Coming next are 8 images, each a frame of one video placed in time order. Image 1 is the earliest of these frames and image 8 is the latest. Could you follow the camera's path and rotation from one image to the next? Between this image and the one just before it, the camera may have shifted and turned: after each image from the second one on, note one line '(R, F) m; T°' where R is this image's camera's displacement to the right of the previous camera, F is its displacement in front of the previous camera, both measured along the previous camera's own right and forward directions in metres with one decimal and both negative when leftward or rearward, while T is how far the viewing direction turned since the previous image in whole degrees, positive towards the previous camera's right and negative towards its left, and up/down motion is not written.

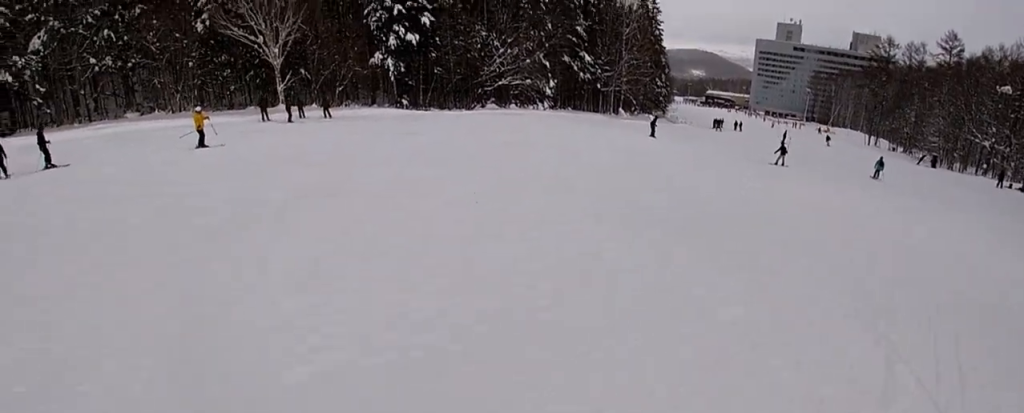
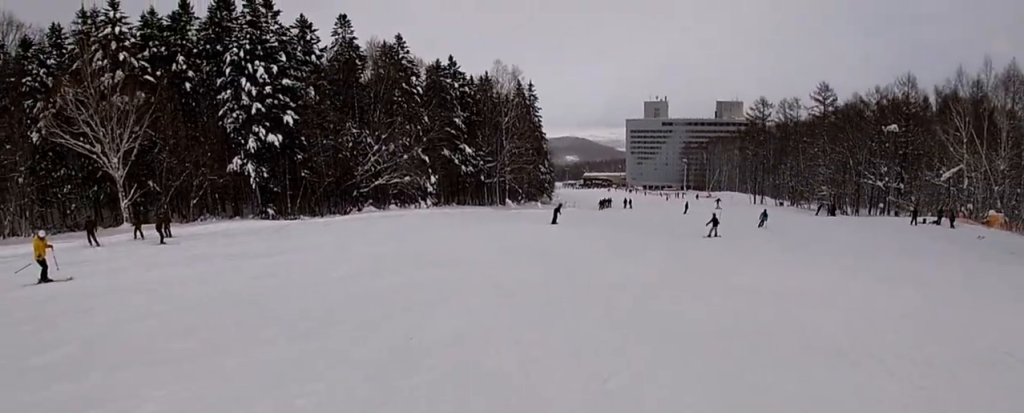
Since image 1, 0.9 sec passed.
(+1.4, +6.3) m; +13°
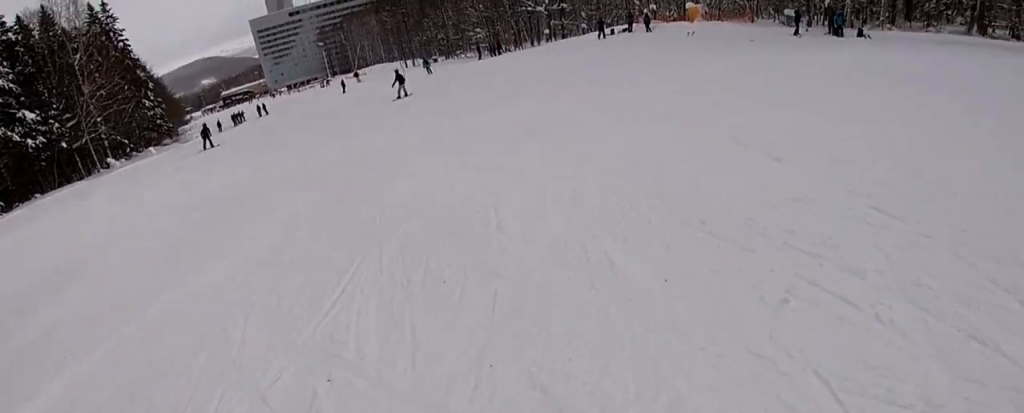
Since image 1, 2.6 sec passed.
(+2.2, +12.3) m; +19°
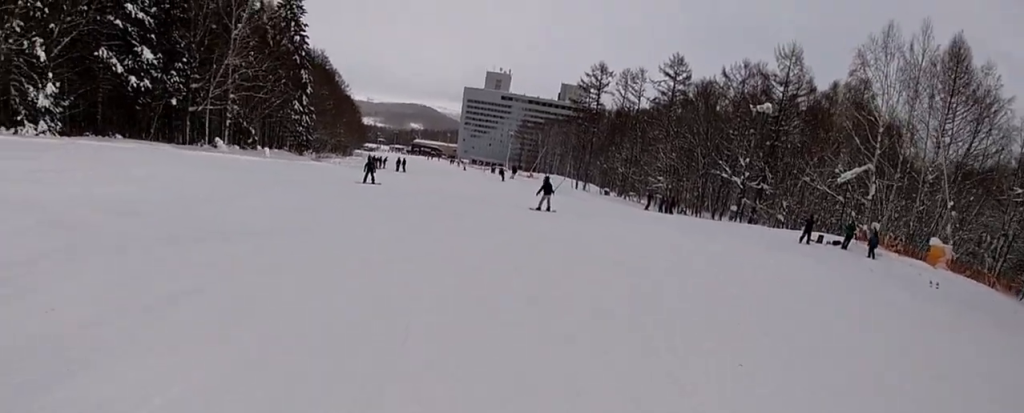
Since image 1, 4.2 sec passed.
(-1.5, +11.5) m; -22°
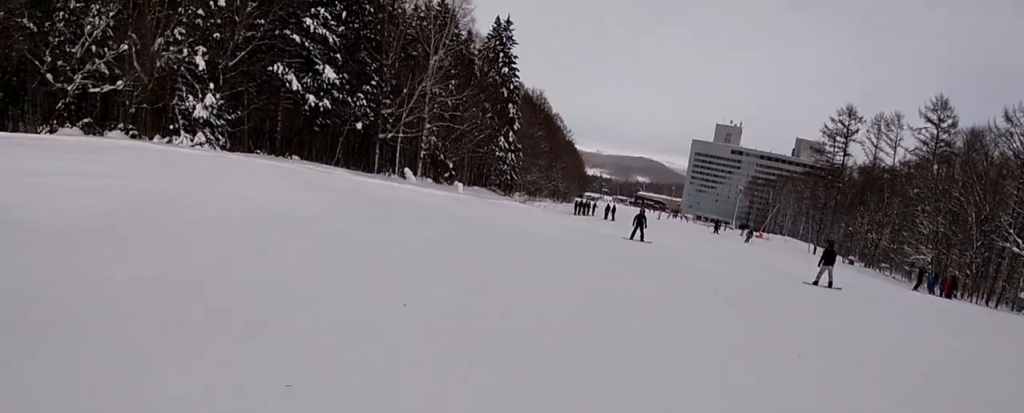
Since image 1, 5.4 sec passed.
(-1.1, +8.9) m; -6°
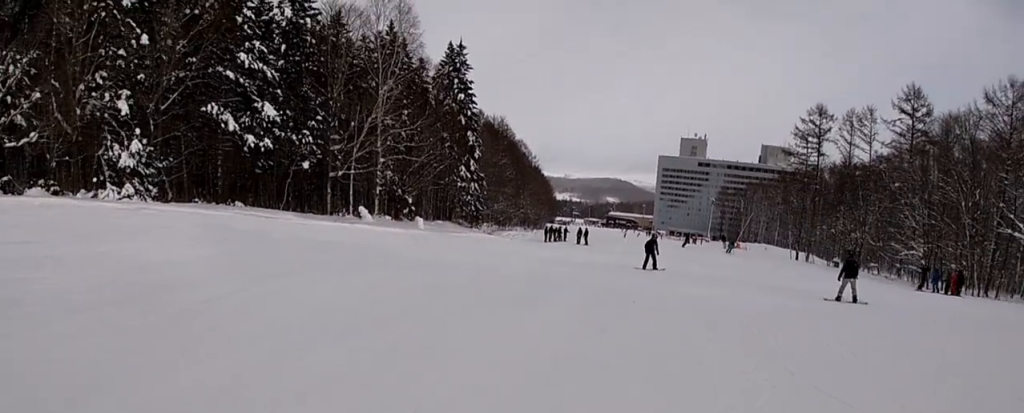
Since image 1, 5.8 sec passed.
(+0.5, +3.5) m; 0°
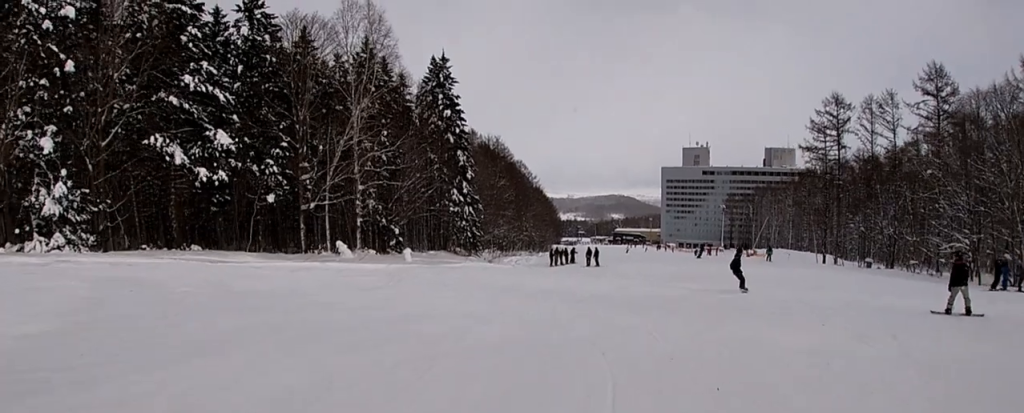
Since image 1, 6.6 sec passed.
(-0.7, +5.6) m; 0°
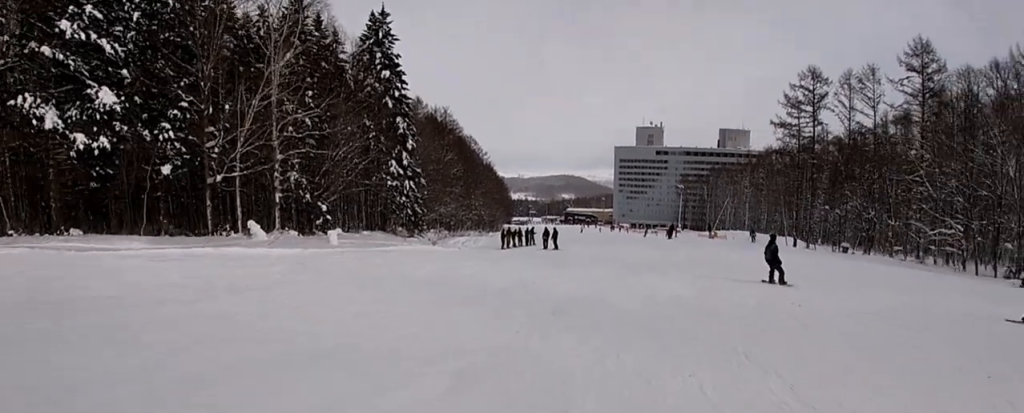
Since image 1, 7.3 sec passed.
(+0.1, +5.7) m; +3°
